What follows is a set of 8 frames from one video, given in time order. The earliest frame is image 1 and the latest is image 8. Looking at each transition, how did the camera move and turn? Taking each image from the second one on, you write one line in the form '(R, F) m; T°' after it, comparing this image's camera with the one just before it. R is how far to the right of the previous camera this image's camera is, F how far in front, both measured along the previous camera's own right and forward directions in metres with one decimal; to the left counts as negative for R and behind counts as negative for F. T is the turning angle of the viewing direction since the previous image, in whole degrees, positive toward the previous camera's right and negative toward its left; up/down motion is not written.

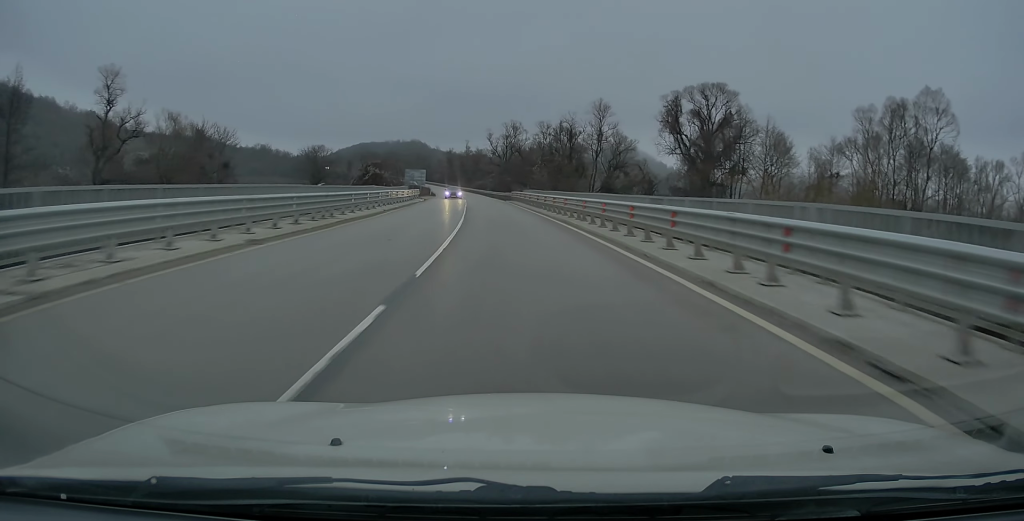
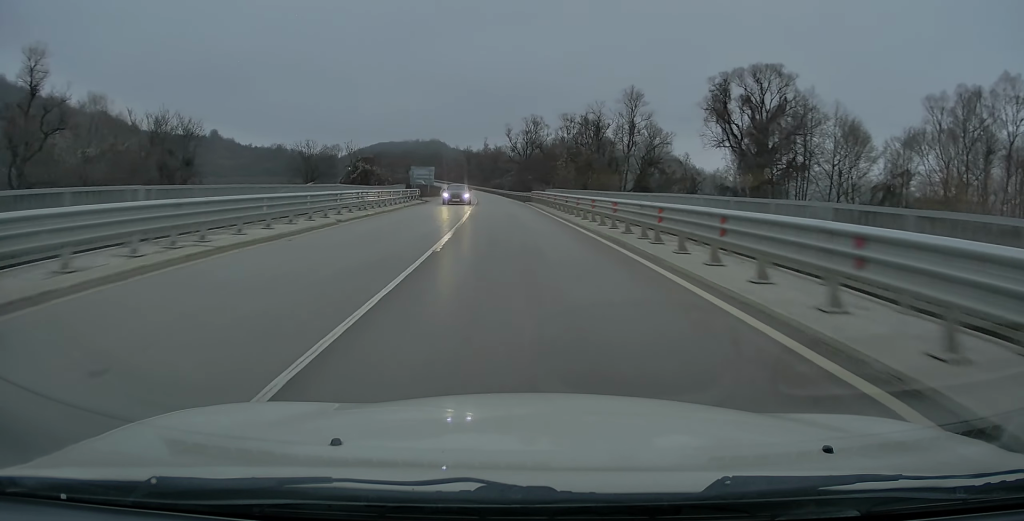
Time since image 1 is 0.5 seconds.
(-0.1, +11.2) m; -1°
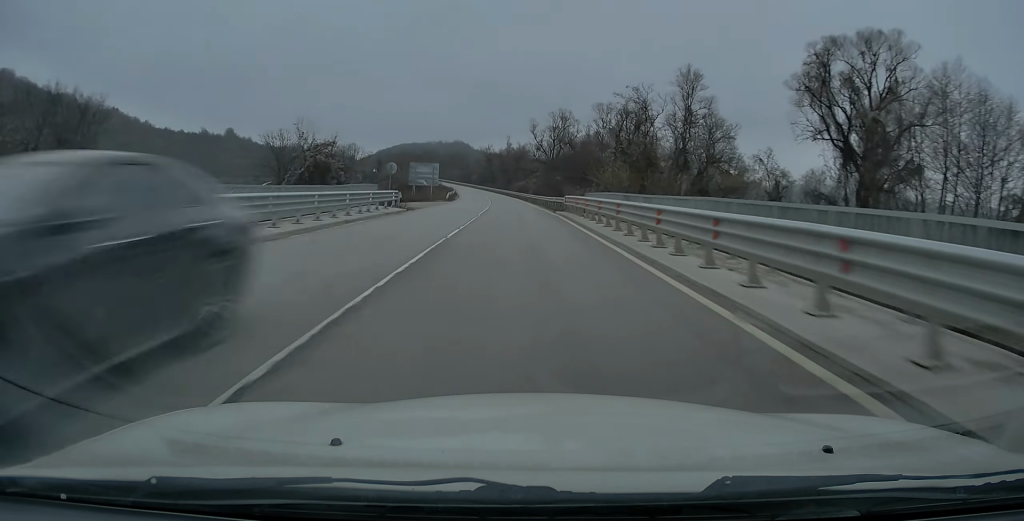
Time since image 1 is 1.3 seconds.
(0.0, +17.2) m; -2°
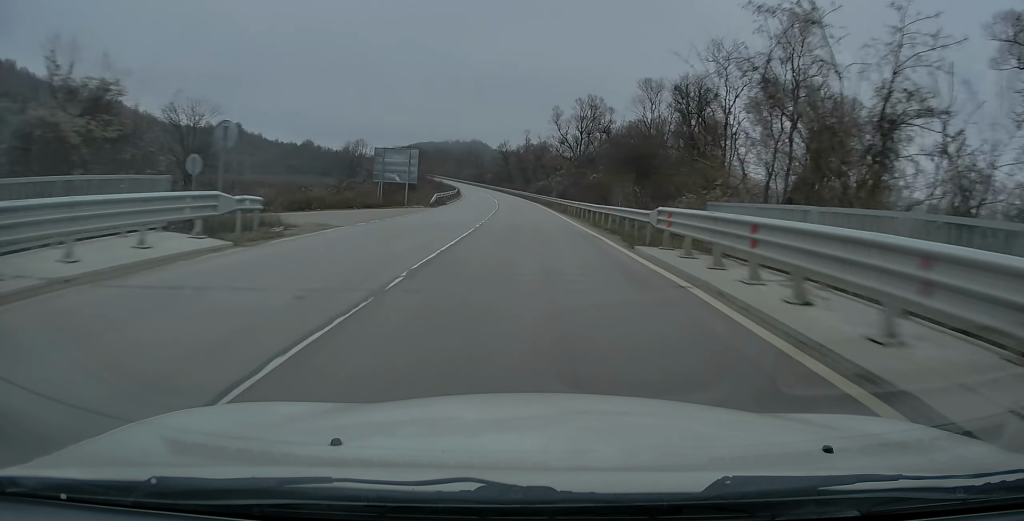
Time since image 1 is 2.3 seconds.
(-0.8, +22.4) m; -3°
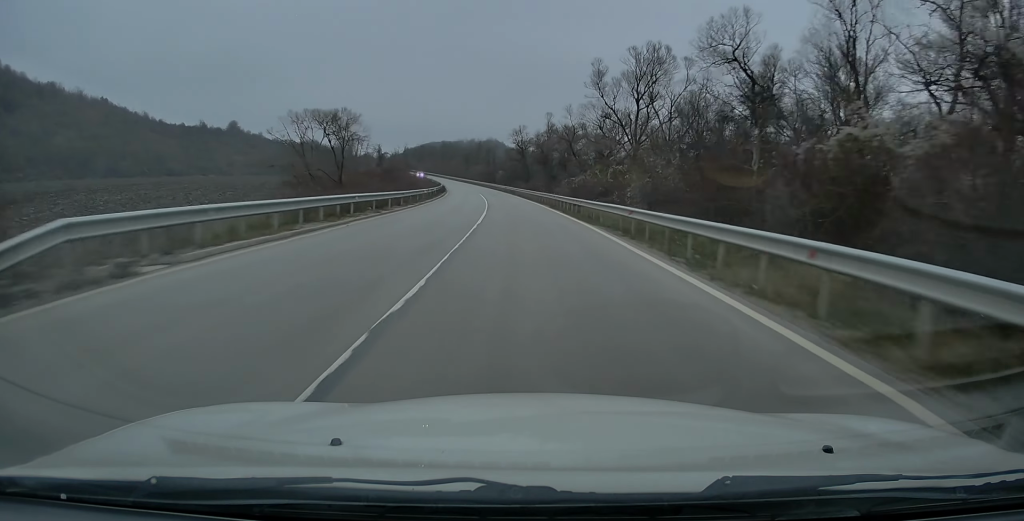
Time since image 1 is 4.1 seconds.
(-0.3, +41.3) m; -1°
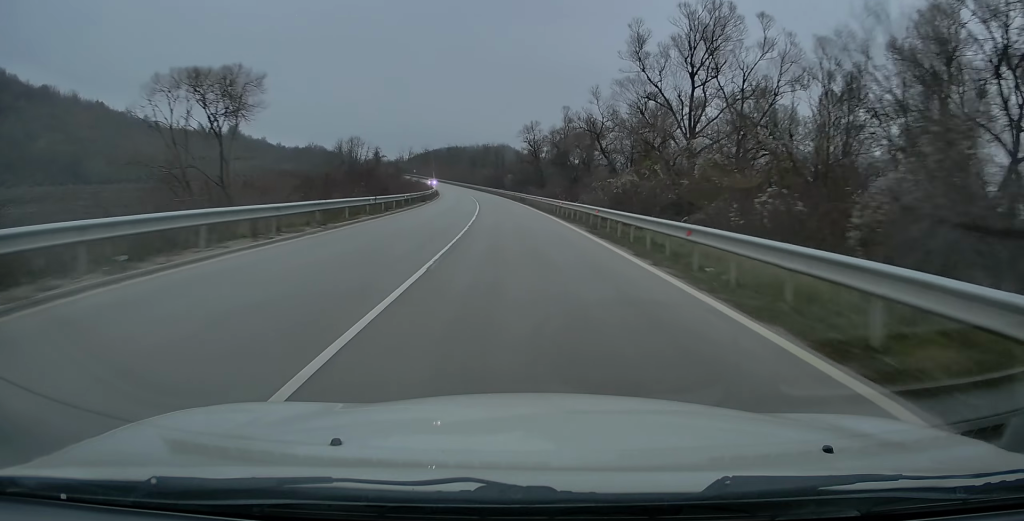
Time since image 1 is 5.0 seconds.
(-0.3, +19.5) m; -2°
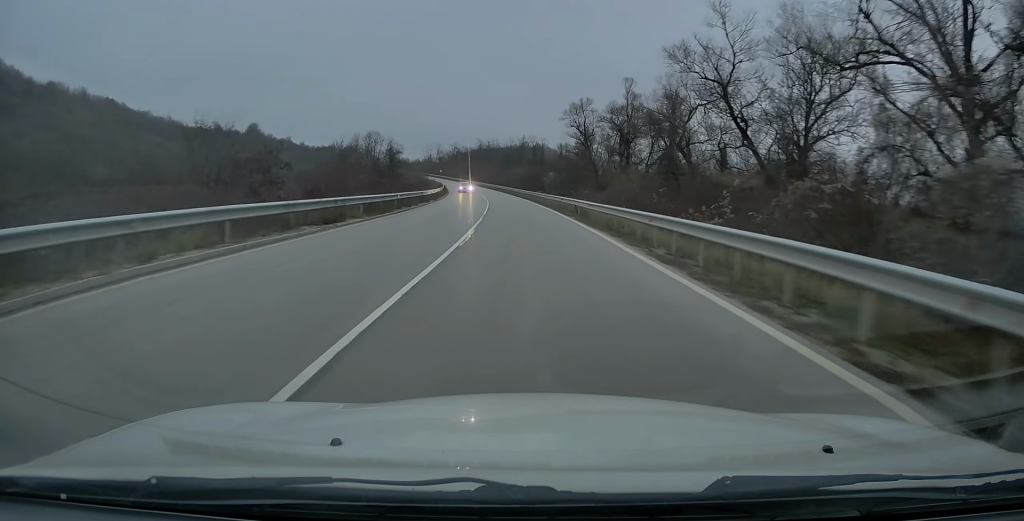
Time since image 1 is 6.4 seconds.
(-0.8, +31.5) m; -2°
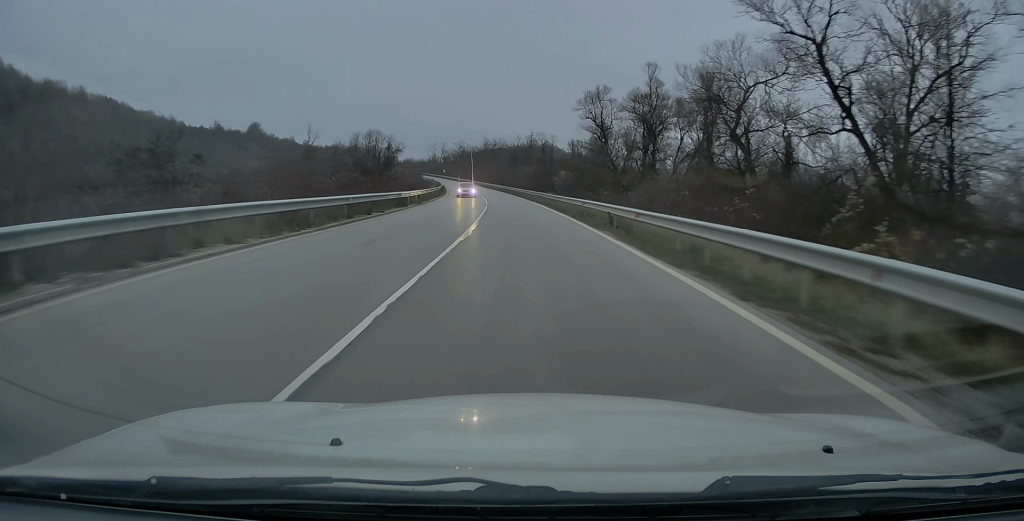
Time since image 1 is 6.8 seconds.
(0.0, +10.5) m; -1°
